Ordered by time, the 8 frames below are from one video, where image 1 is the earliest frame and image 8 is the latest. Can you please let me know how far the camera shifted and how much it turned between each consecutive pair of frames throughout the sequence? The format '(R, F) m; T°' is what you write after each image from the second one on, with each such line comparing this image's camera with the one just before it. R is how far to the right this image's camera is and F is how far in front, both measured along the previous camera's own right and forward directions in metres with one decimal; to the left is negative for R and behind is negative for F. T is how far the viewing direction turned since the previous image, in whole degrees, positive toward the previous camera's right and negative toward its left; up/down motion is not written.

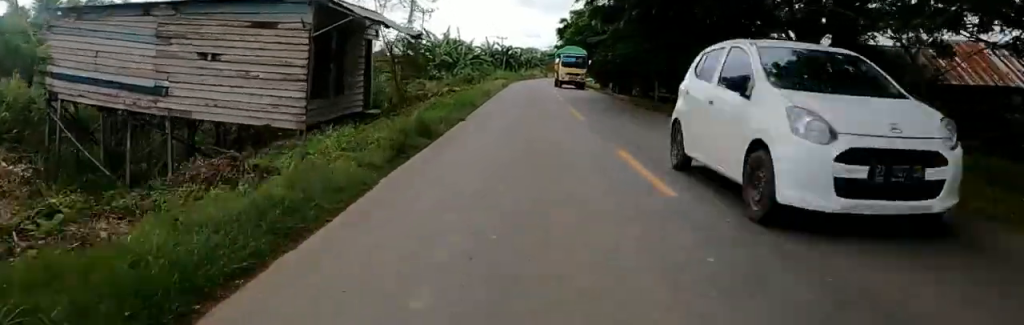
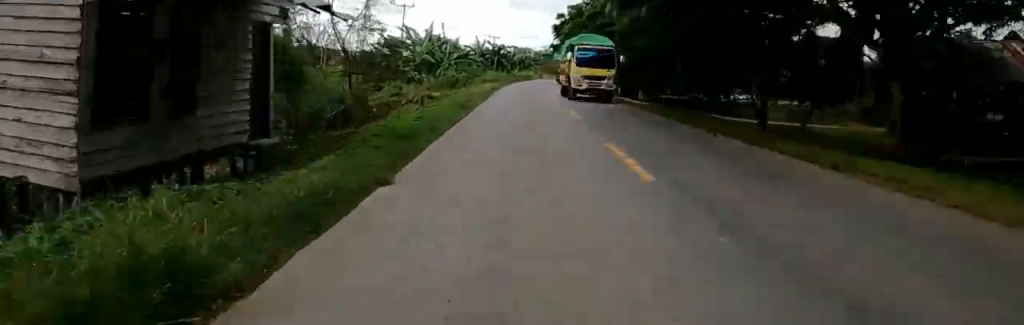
(0.0, +7.0) m; 0°
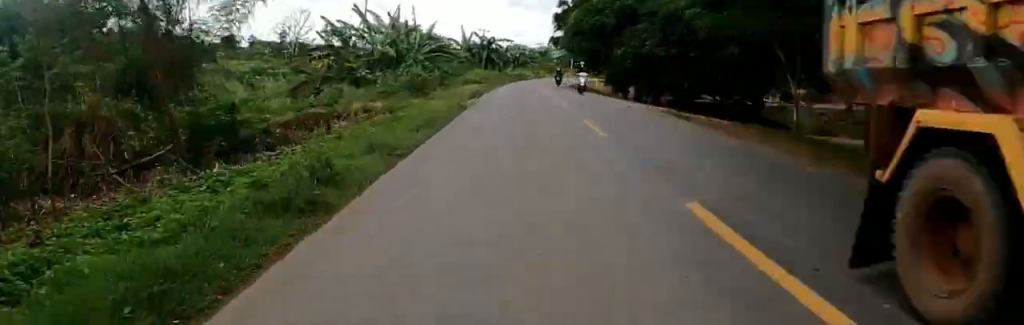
(0.0, +11.7) m; 0°
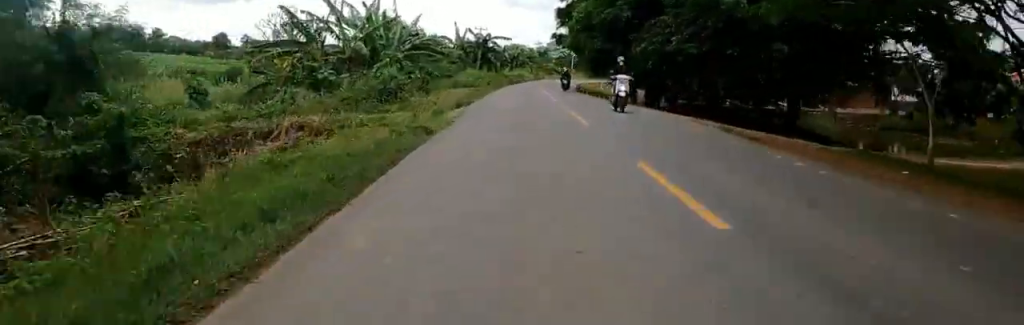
(0.0, +6.5) m; 0°
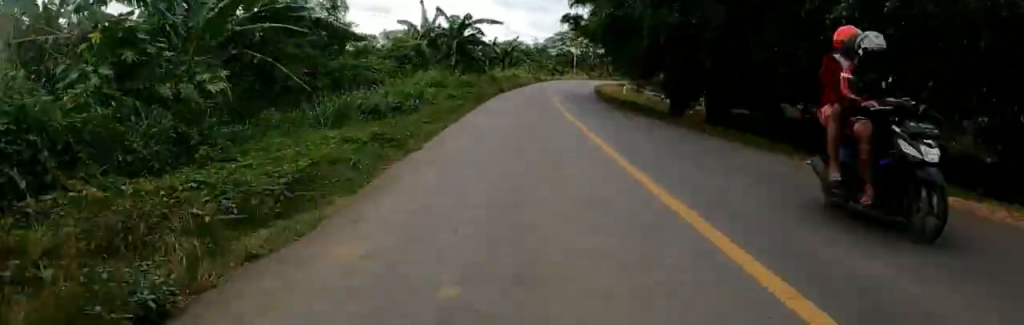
(0.0, +18.8) m; 0°
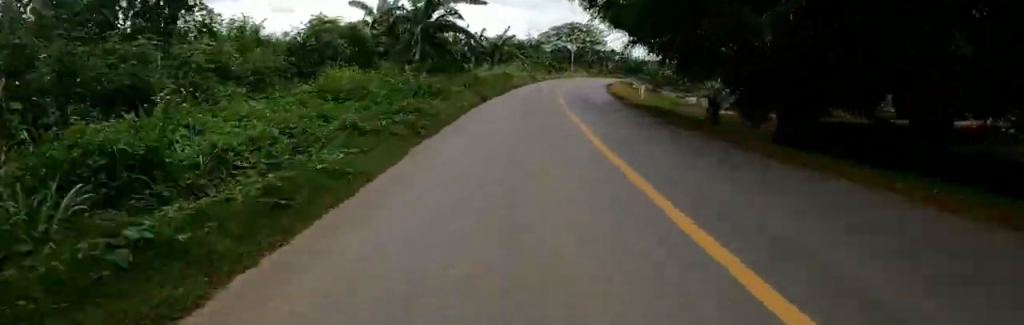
(0.0, +10.9) m; +2°
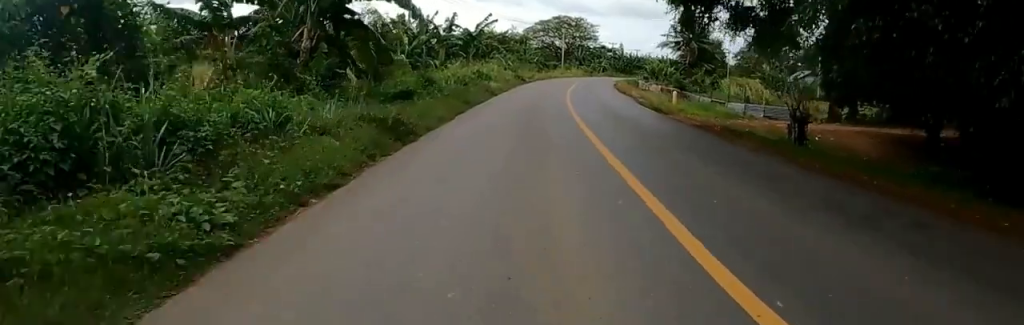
(+0.4, +13.0) m; +5°
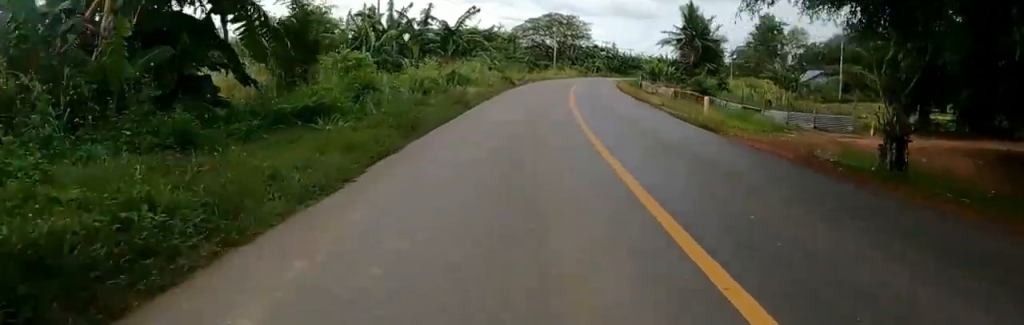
(+0.2, +7.2) m; +1°
